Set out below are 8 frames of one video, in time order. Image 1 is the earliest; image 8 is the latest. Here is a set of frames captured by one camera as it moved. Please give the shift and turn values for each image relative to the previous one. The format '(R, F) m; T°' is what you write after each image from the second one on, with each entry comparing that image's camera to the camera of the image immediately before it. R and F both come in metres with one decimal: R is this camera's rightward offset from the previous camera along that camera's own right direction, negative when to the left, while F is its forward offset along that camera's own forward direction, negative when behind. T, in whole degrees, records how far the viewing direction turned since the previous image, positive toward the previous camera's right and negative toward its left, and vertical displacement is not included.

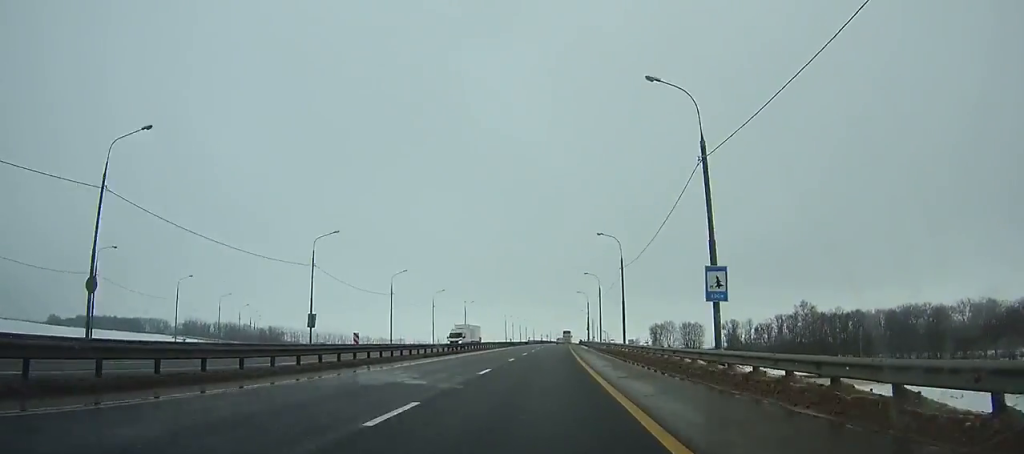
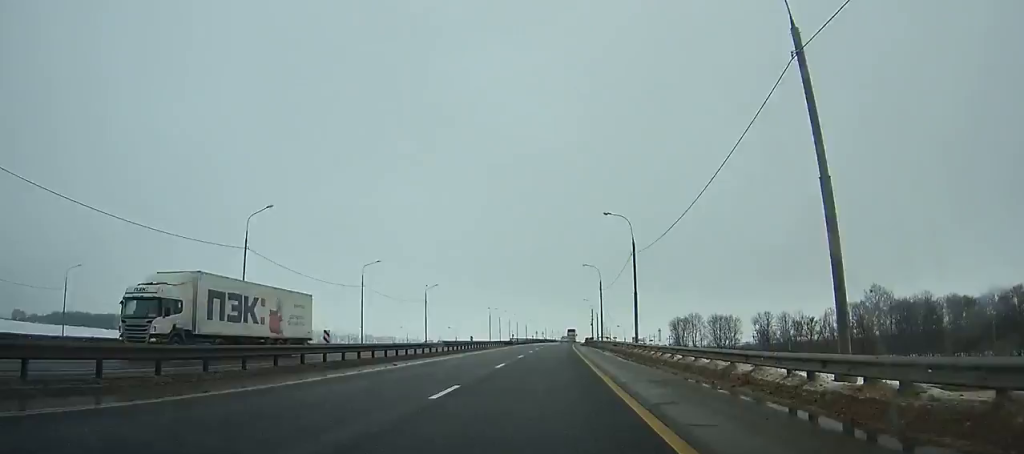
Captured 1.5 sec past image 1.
(+0.2, +43.5) m; +1°
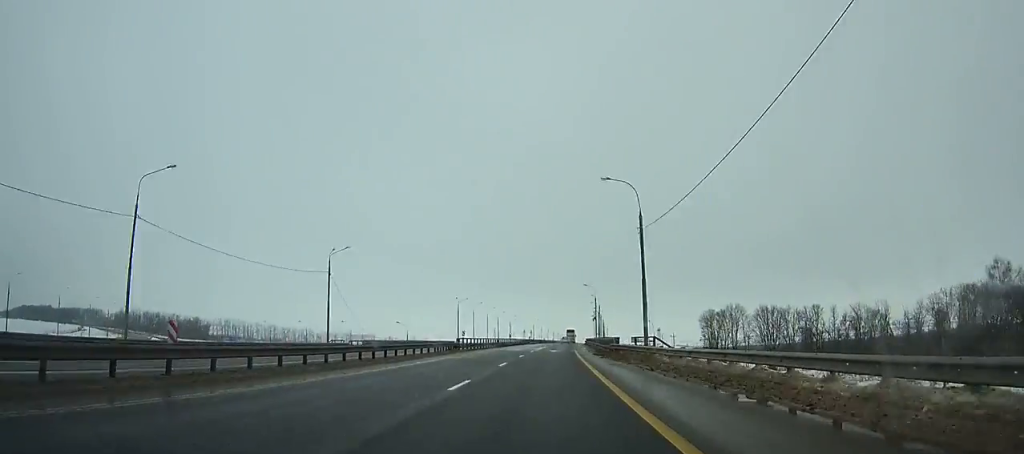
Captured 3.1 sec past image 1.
(+0.2, +46.0) m; +1°
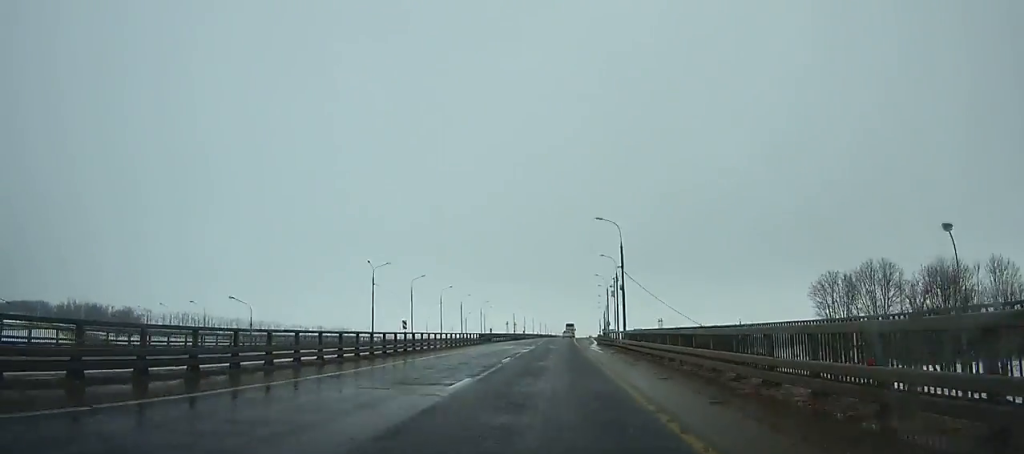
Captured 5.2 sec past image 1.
(+0.7, +59.8) m; +1°
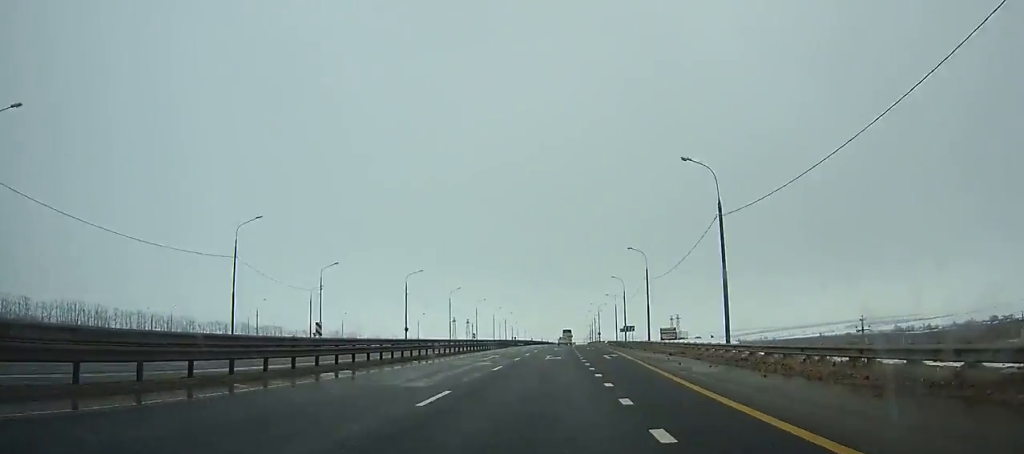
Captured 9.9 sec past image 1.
(+3.6, +132.4) m; +3°
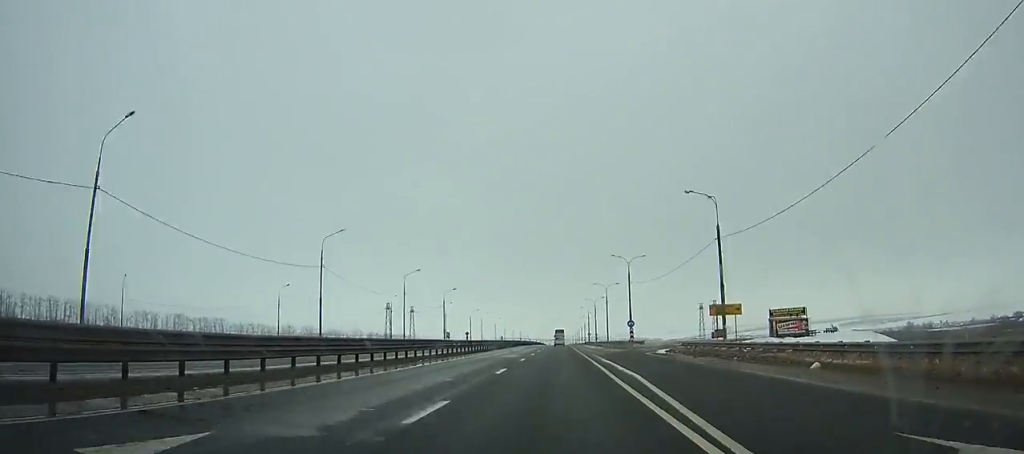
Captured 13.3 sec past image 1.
(+1.5, +94.6) m; +1°
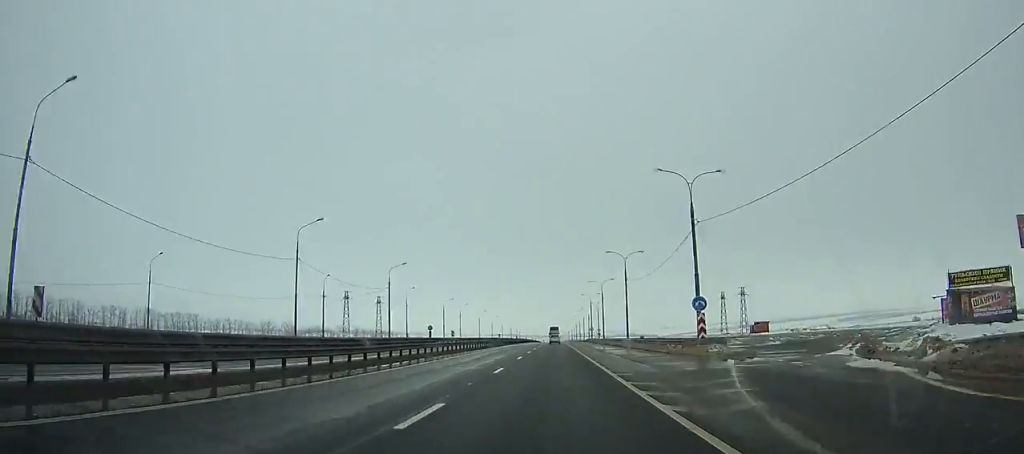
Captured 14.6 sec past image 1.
(+0.2, +35.9) m; 0°
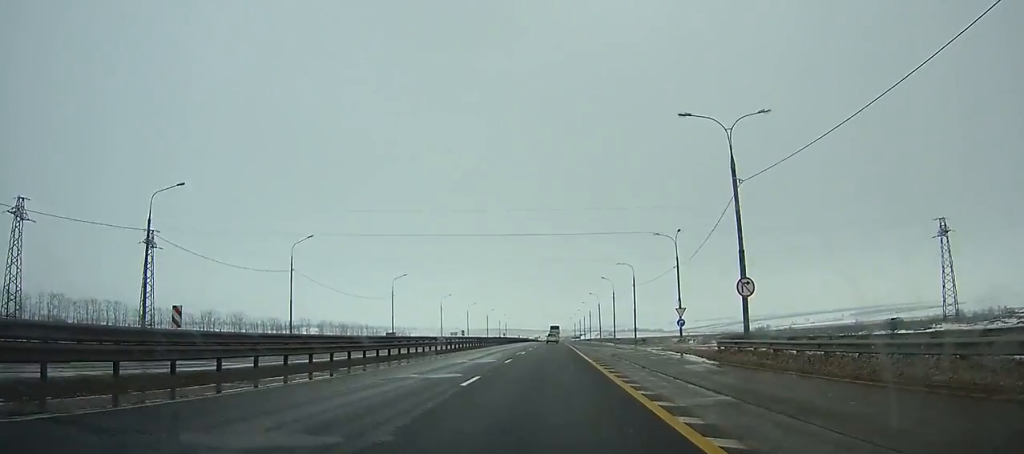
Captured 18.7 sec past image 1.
(-0.1, +112.2) m; 0°
